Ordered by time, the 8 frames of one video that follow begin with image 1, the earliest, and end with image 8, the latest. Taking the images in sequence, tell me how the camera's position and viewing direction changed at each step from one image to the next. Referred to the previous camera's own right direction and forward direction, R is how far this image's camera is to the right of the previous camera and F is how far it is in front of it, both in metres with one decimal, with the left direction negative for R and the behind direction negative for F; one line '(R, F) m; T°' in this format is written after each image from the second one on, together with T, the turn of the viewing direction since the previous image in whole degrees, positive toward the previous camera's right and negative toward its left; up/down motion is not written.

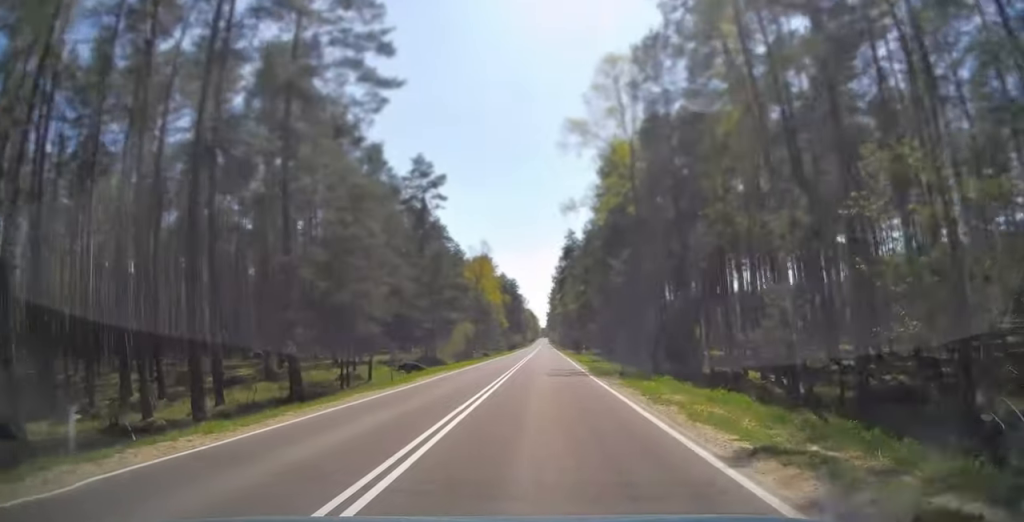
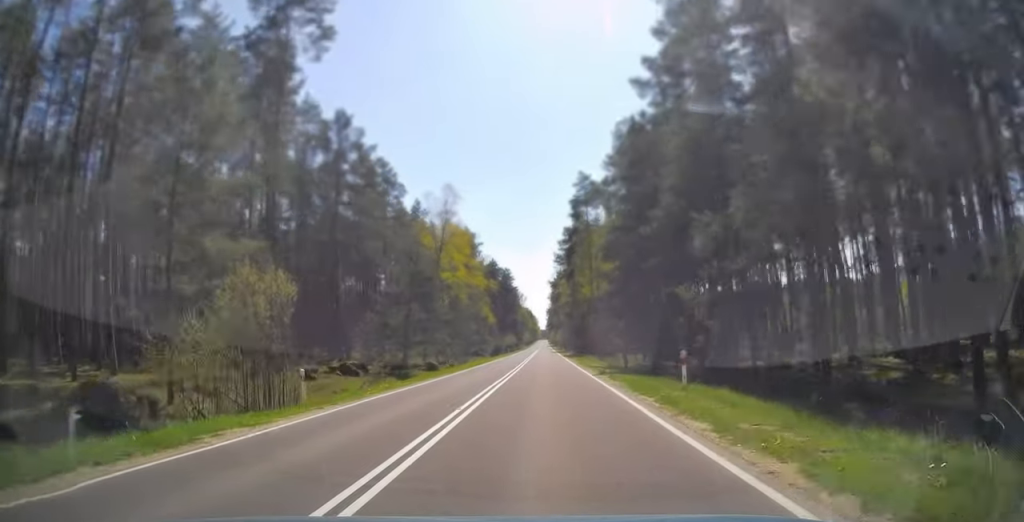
(+0.3, +42.0) m; 0°
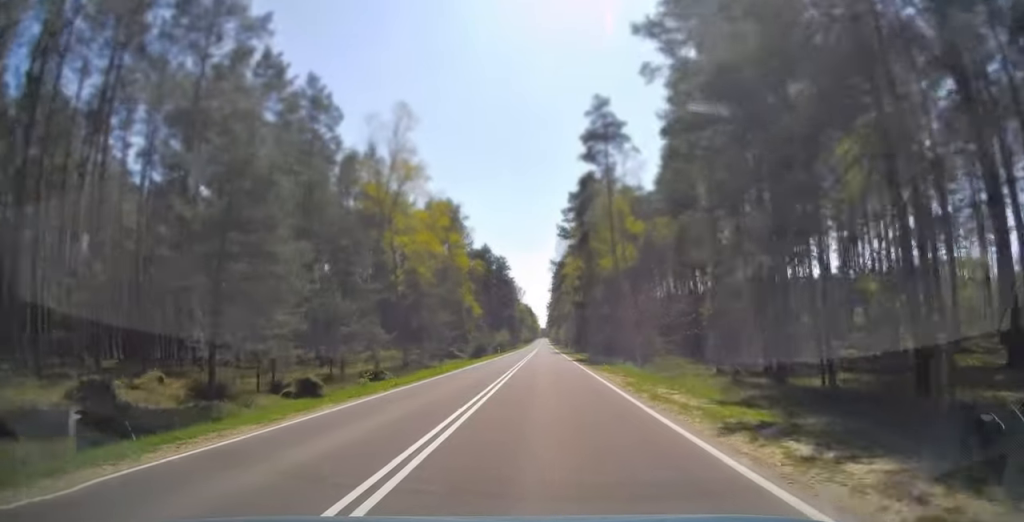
(-0.2, +25.5) m; 0°
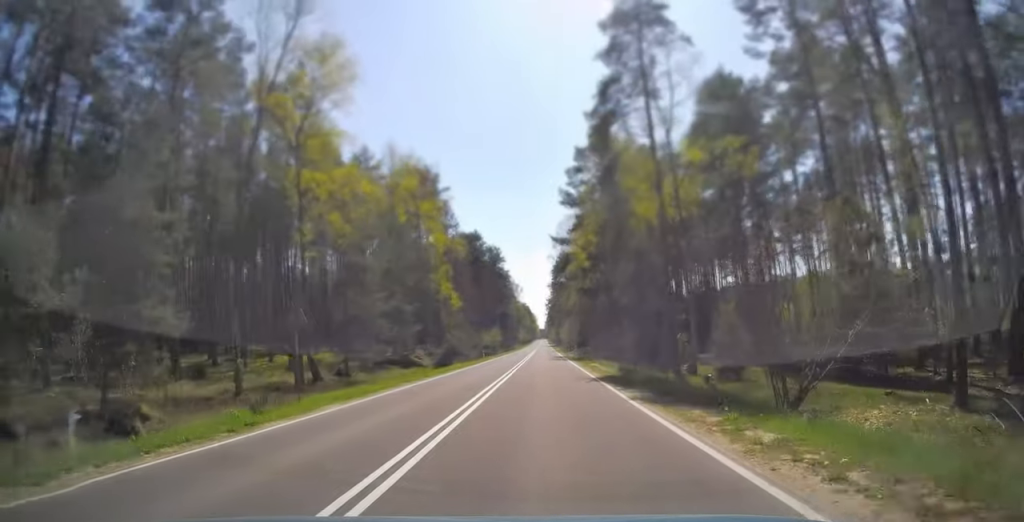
(0.0, +21.2) m; 0°
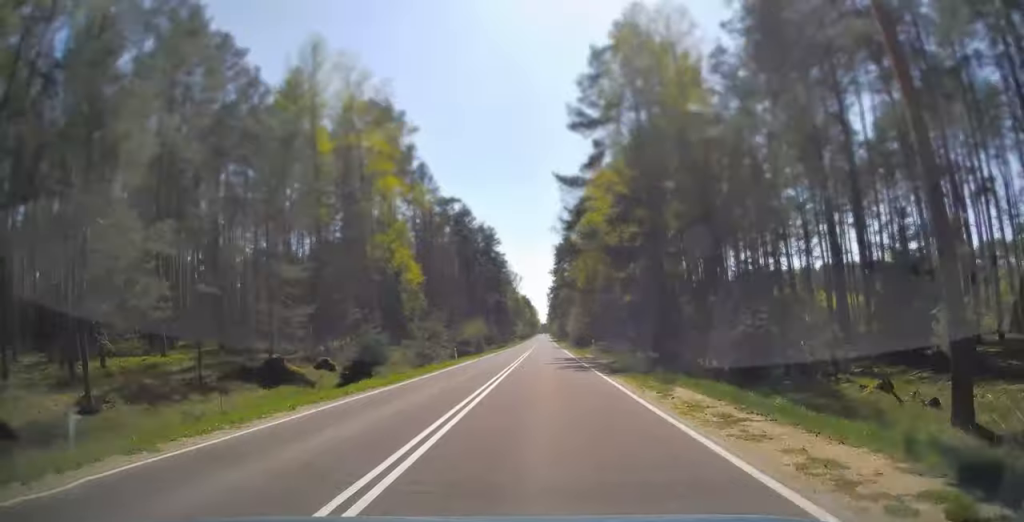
(+0.1, +23.0) m; 0°
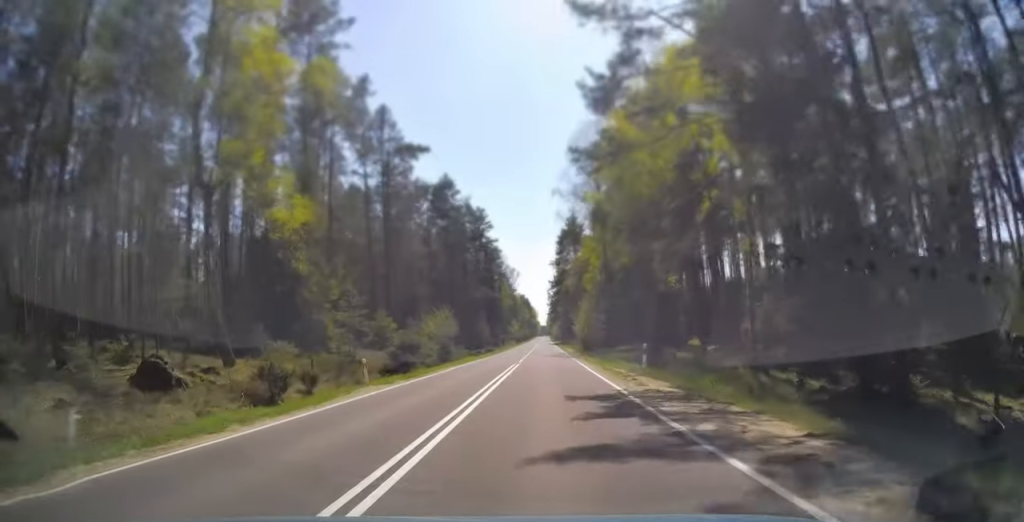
(0.0, +23.9) m; 0°
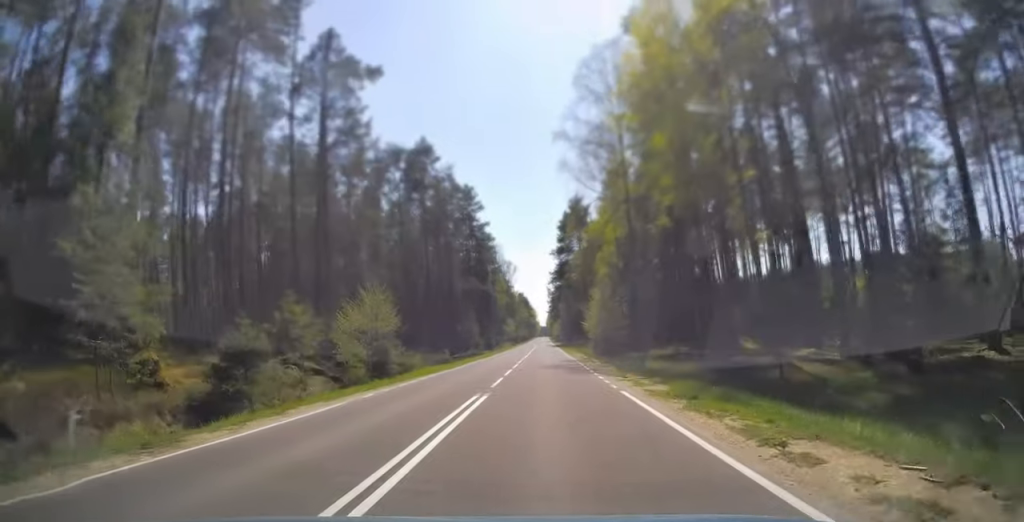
(0.0, +18.8) m; 0°
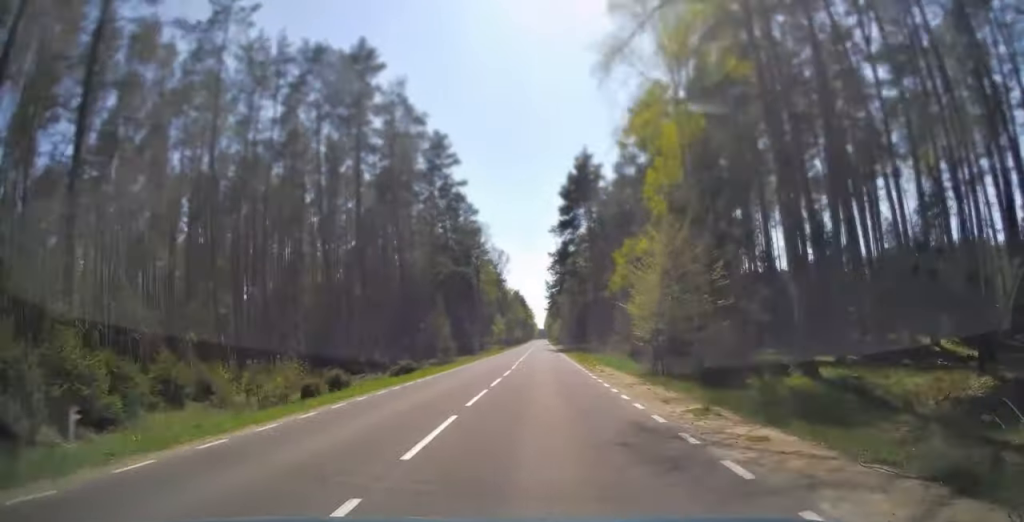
(0.0, +28.8) m; 0°
